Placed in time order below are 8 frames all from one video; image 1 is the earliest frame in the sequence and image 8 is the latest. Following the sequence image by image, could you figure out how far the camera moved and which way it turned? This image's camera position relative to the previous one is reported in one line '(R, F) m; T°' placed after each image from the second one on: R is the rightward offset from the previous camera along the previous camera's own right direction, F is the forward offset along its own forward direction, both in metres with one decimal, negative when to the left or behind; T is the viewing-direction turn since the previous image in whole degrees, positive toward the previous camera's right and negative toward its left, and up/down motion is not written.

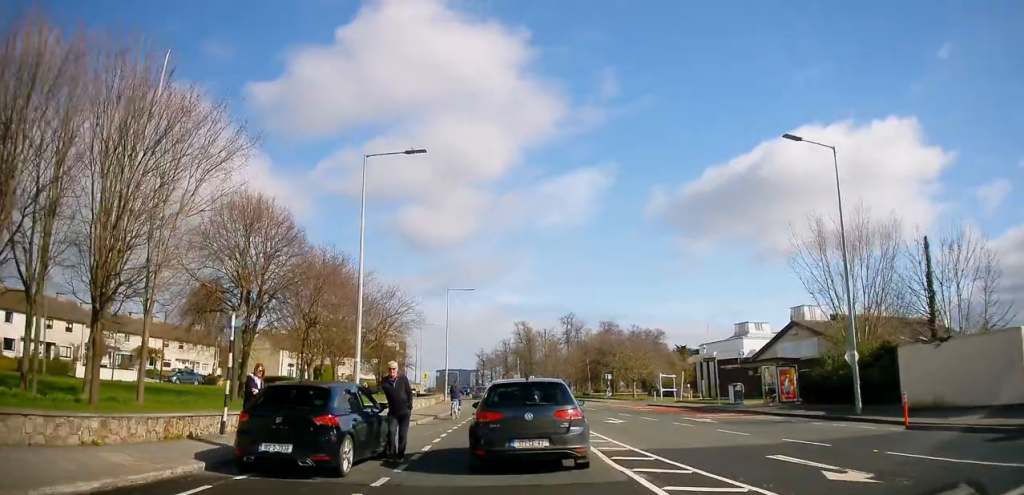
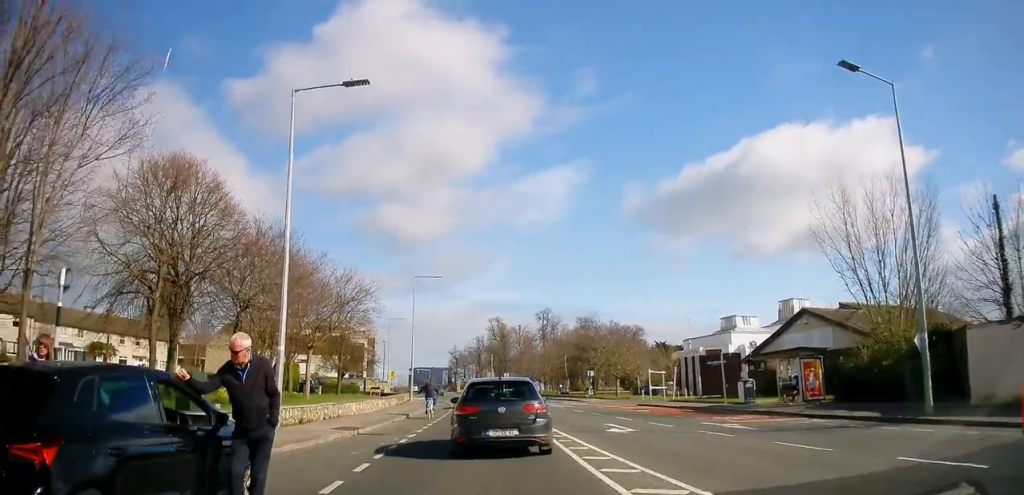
(-0.2, +5.5) m; 0°
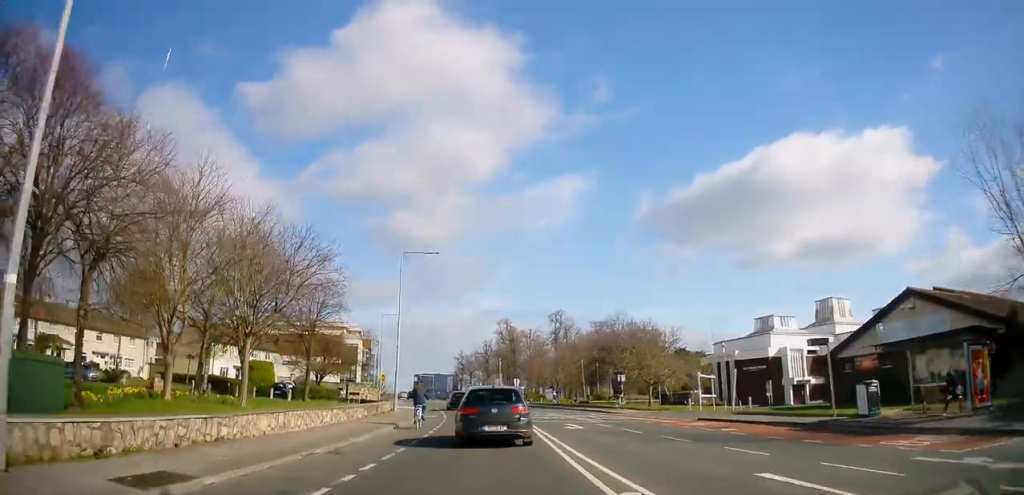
(+0.9, +9.7) m; +3°
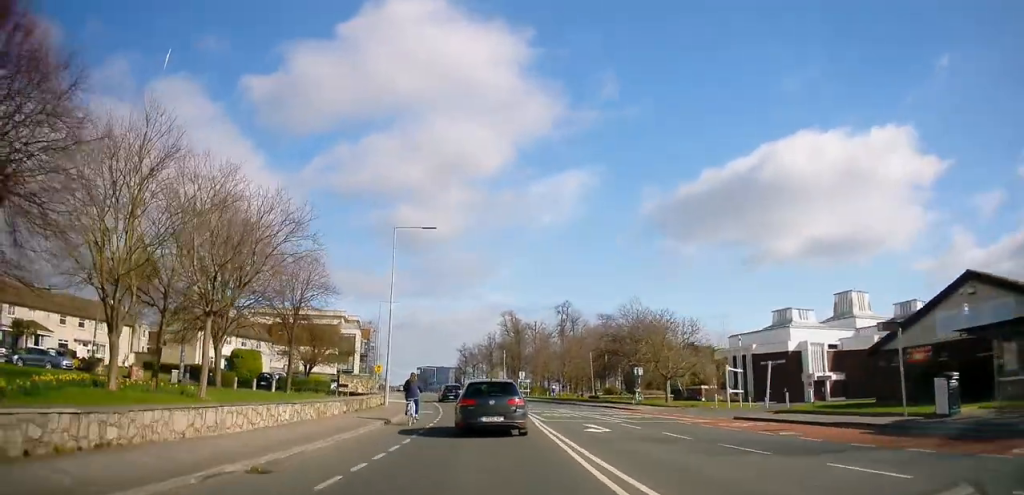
(-0.1, +4.0) m; -3°
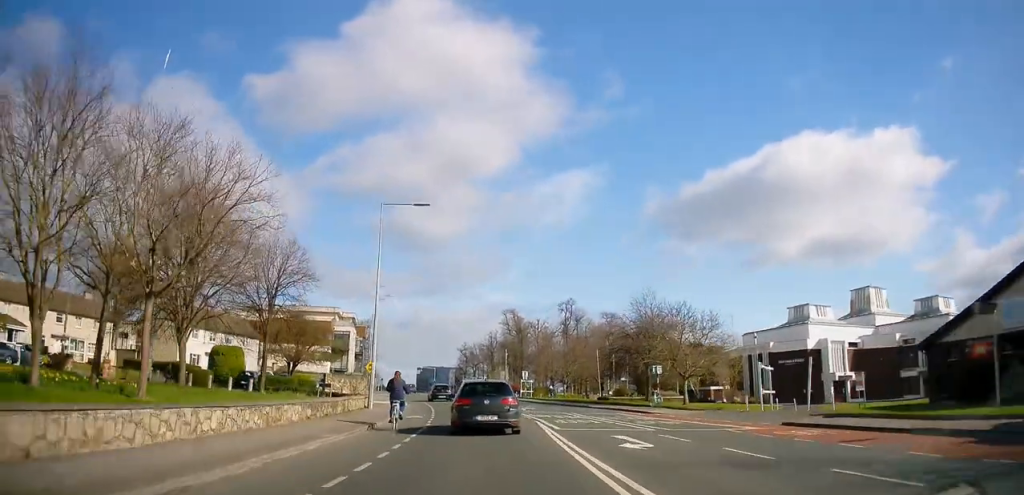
(-0.2, +4.1) m; -2°
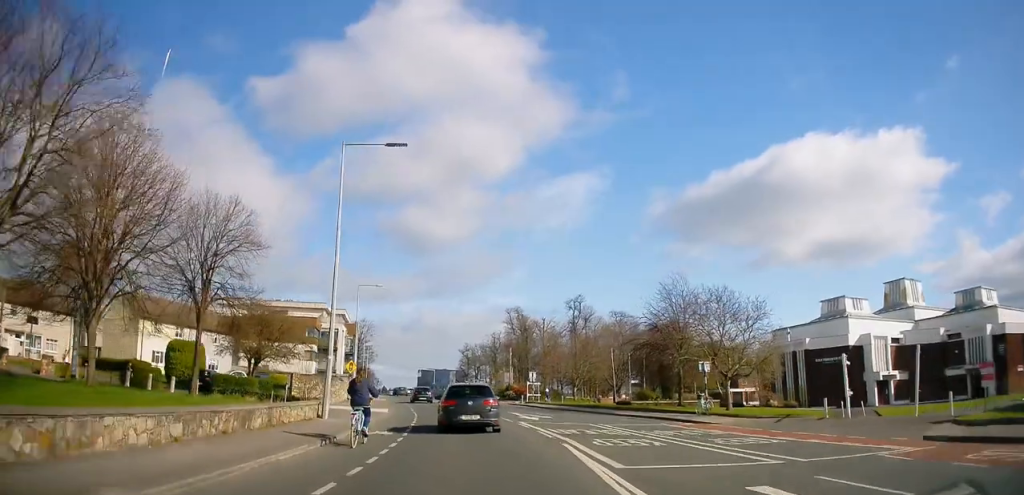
(-0.1, +8.0) m; +3°
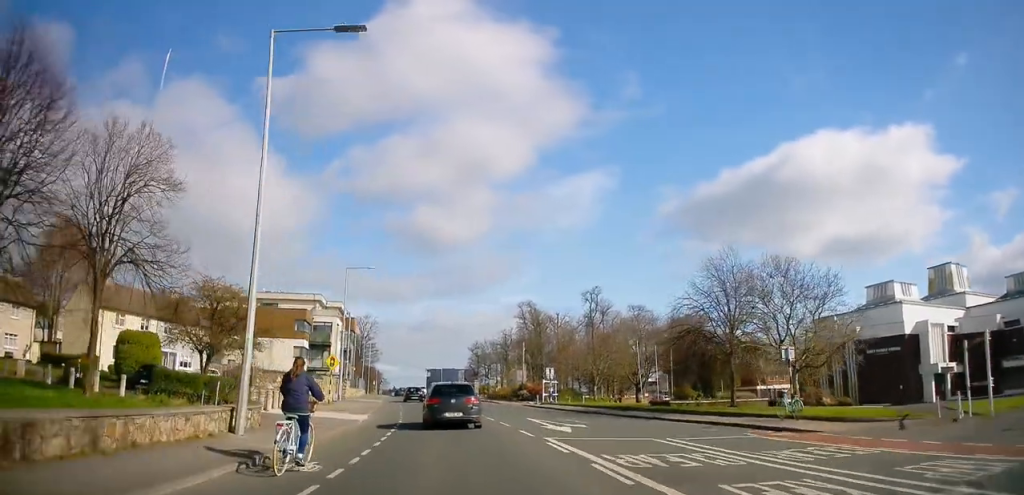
(+0.4, +7.4) m; +1°
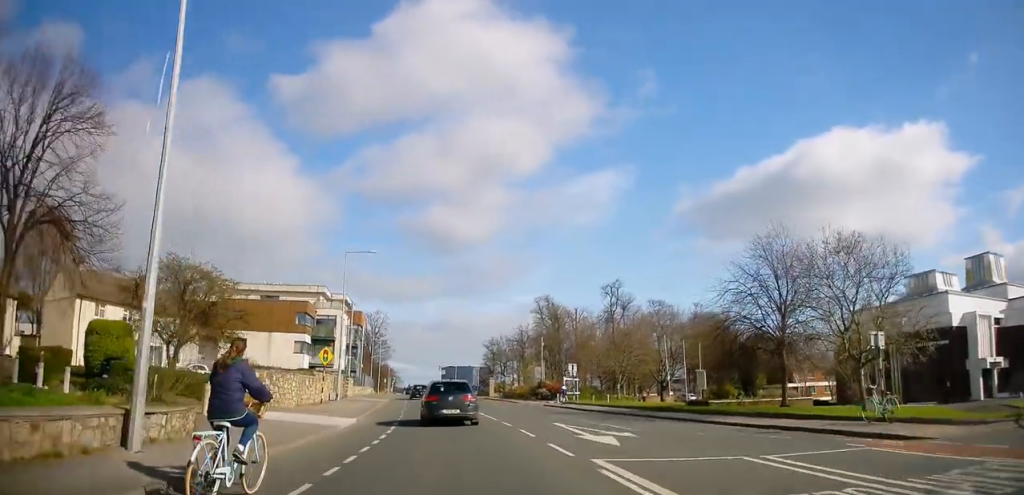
(0.0, +4.8) m; -2°
